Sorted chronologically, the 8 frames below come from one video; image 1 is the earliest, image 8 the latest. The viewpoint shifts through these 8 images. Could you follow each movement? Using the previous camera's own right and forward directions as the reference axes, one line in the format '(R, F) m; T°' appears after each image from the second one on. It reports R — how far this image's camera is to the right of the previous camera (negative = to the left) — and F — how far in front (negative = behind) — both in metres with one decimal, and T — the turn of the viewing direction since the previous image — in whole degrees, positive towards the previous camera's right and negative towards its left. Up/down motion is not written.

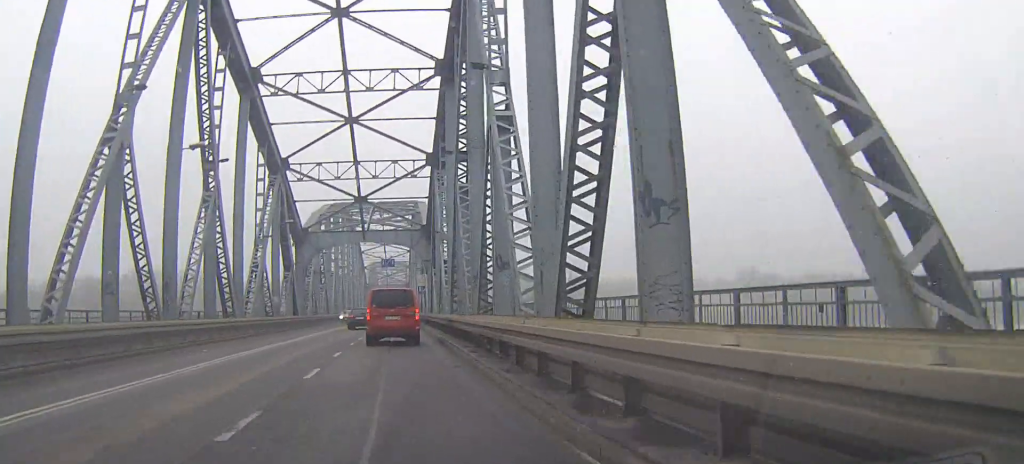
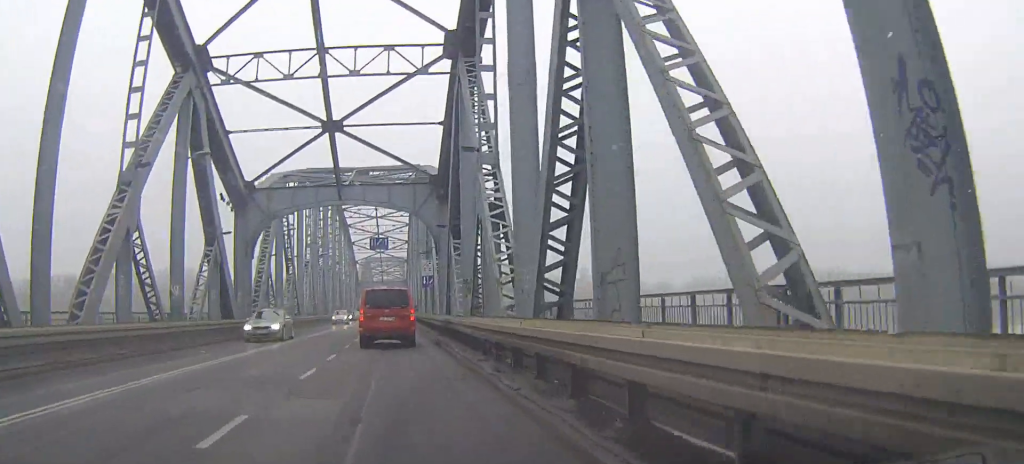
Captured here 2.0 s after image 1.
(+0.1, +24.5) m; 0°
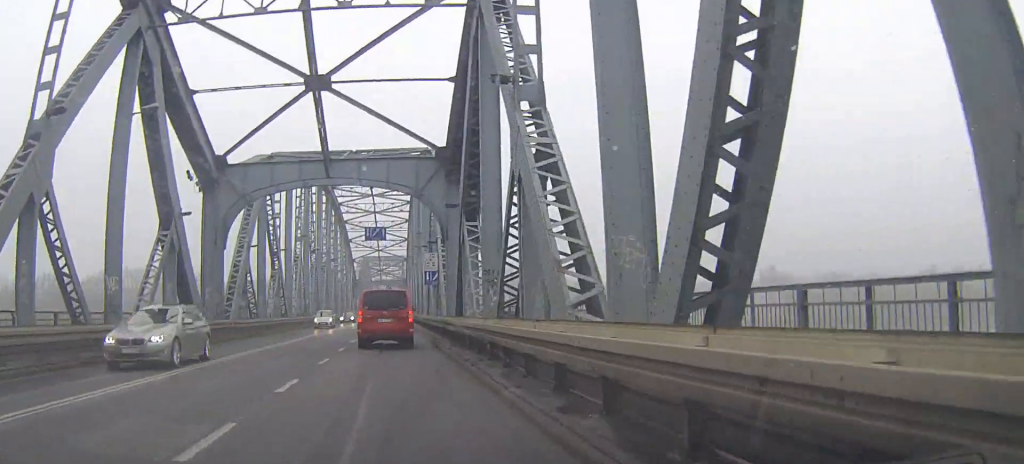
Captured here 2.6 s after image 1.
(0.0, +7.5) m; 0°
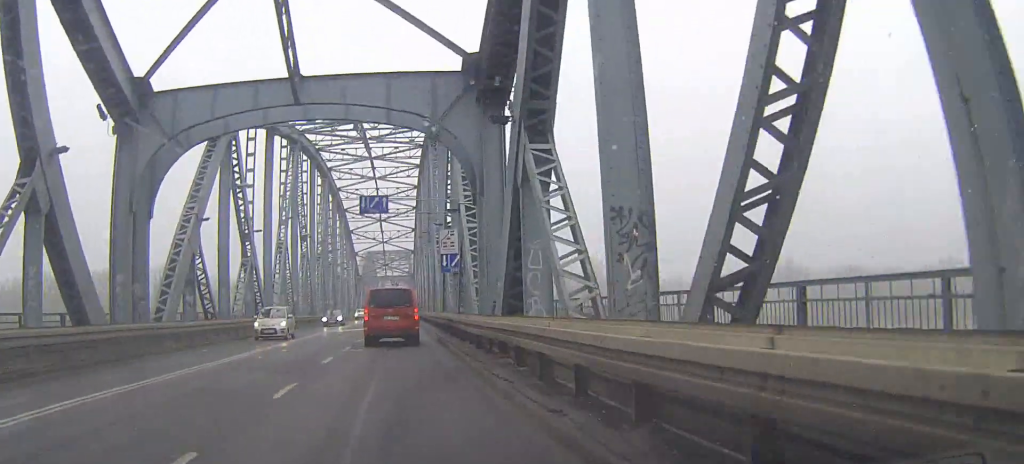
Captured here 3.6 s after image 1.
(0.0, +12.6) m; 0°
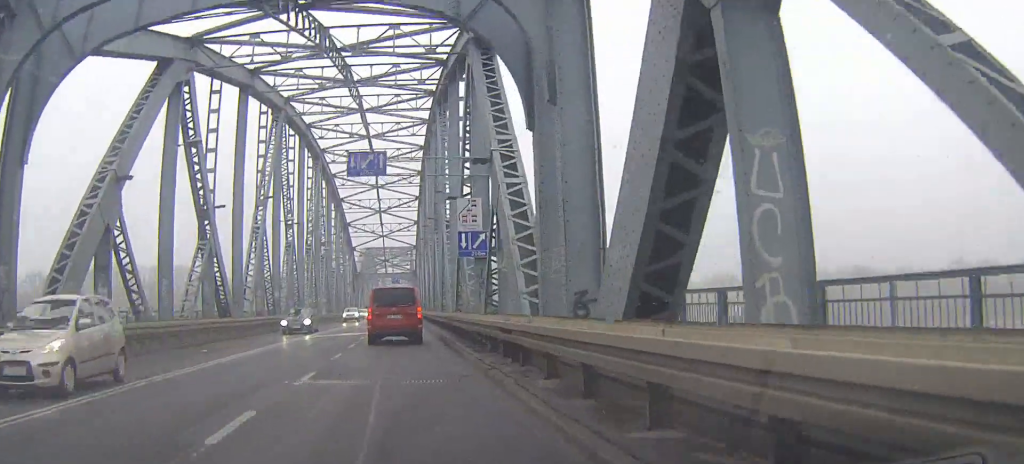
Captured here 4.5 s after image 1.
(+0.1, +10.2) m; +1°
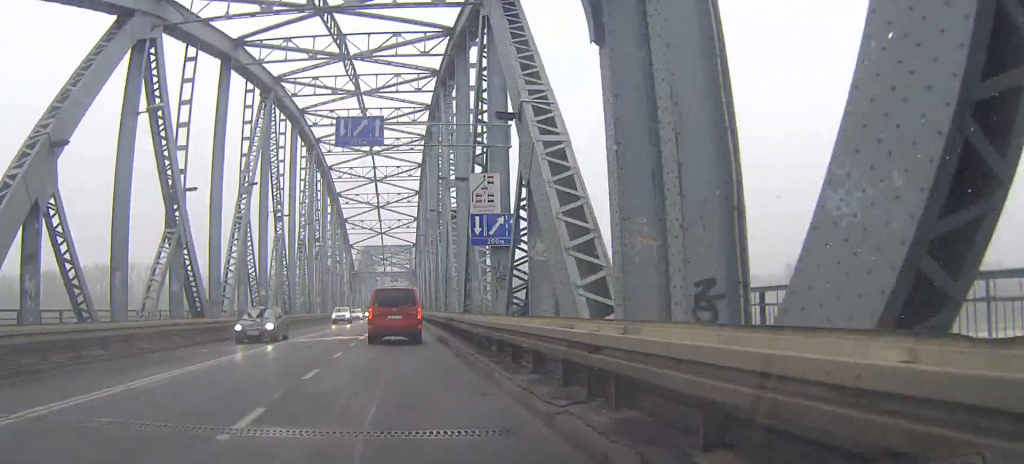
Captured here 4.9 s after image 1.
(+0.1, +5.0) m; 0°
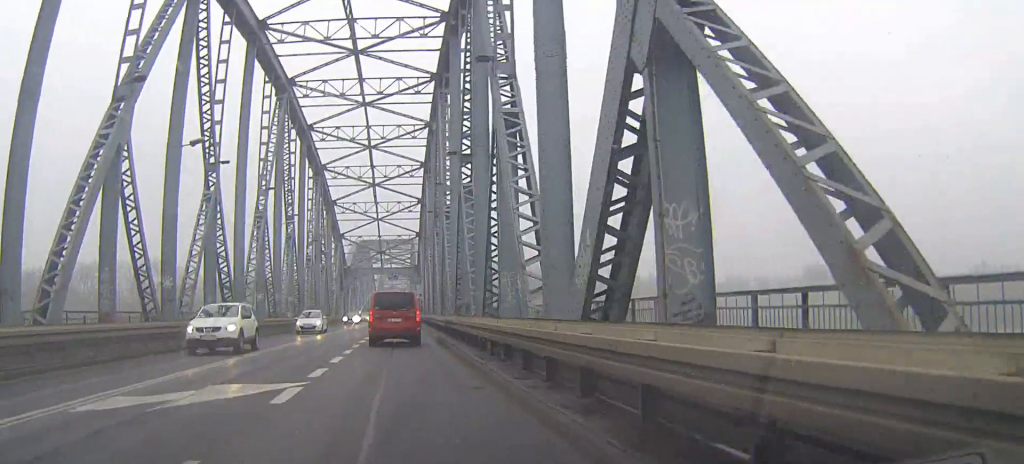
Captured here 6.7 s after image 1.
(-0.1, +20.3) m; -1°
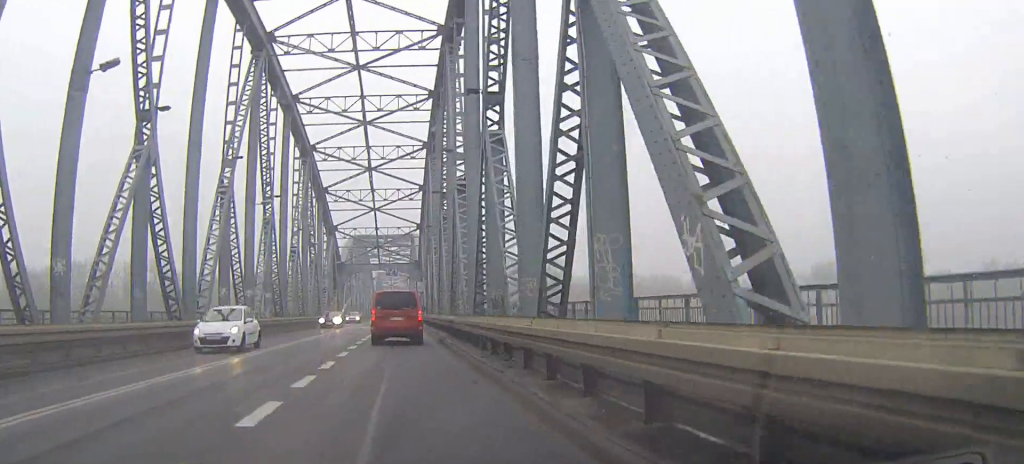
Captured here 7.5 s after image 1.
(-0.1, +9.6) m; 0°
